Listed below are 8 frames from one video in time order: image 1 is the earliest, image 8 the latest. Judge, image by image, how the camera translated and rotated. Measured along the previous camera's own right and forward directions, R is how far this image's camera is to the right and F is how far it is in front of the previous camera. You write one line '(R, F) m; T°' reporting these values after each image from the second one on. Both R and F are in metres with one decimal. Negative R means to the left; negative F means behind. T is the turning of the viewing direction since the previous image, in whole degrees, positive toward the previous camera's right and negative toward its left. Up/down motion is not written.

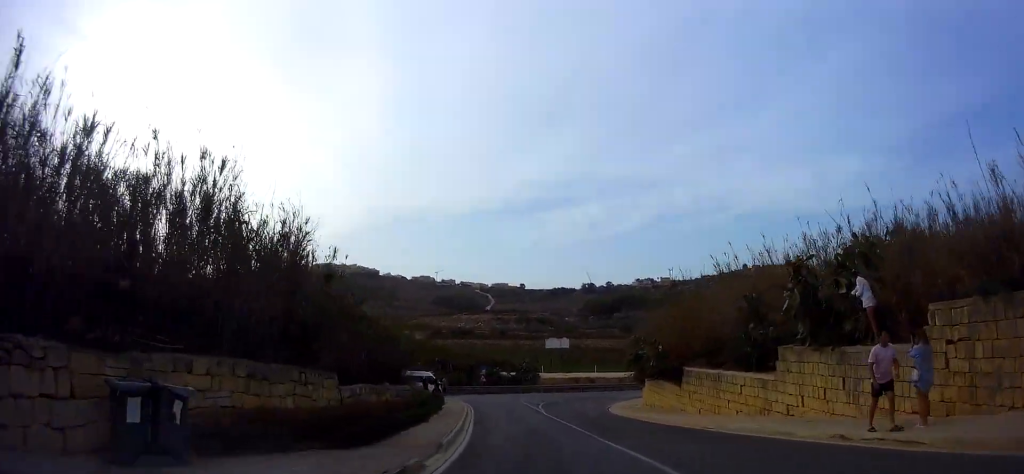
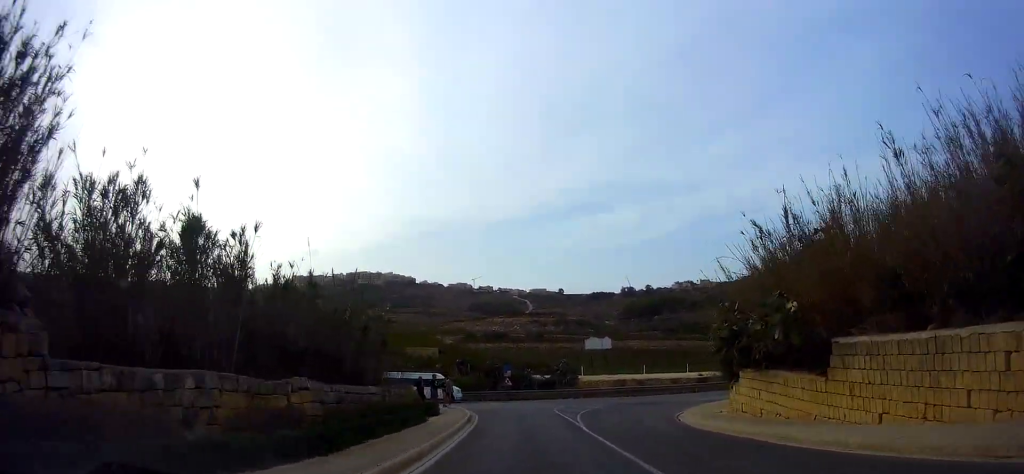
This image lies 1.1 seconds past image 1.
(+0.1, +12.2) m; 0°
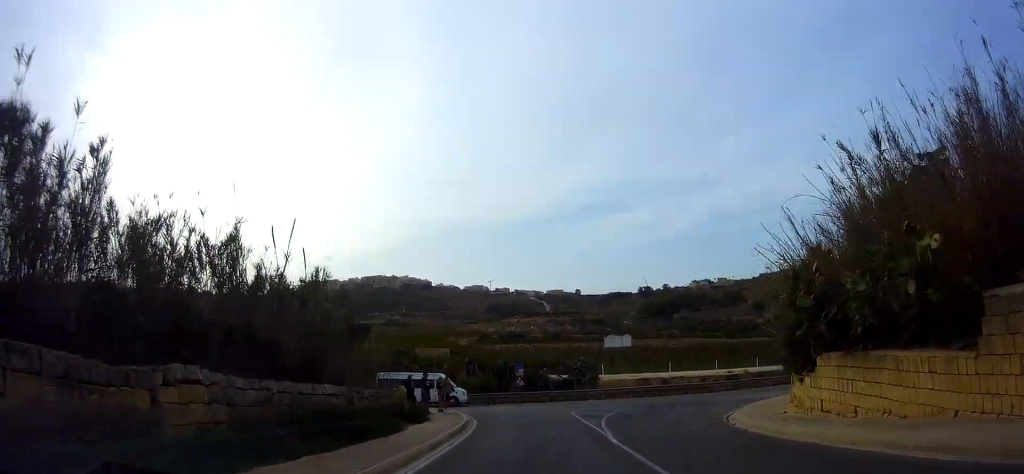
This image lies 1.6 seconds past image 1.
(+0.2, +6.0) m; -1°
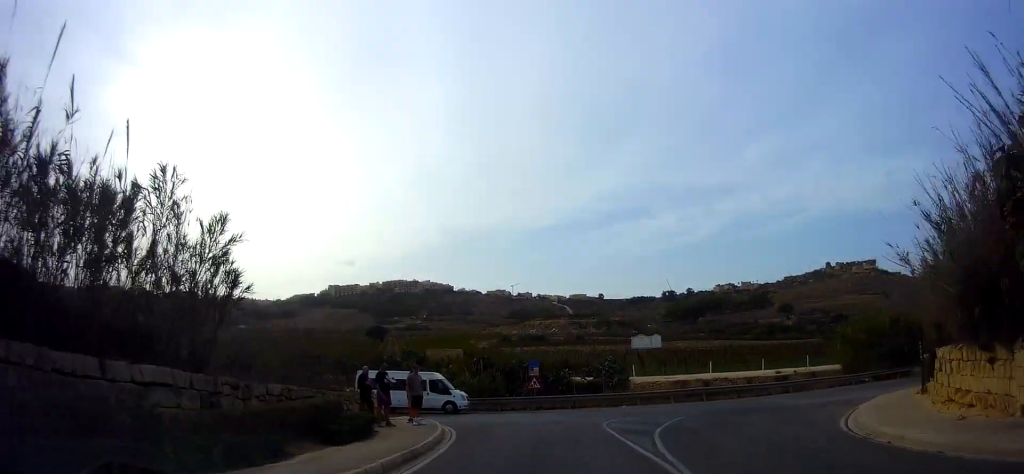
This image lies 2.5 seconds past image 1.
(-0.7, +10.1) m; -4°
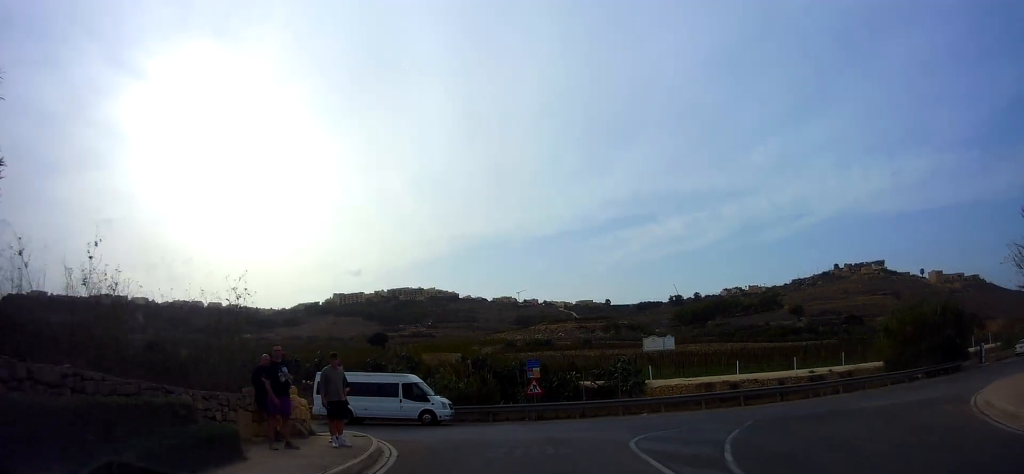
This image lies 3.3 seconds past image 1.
(0.0, +8.8) m; -1°
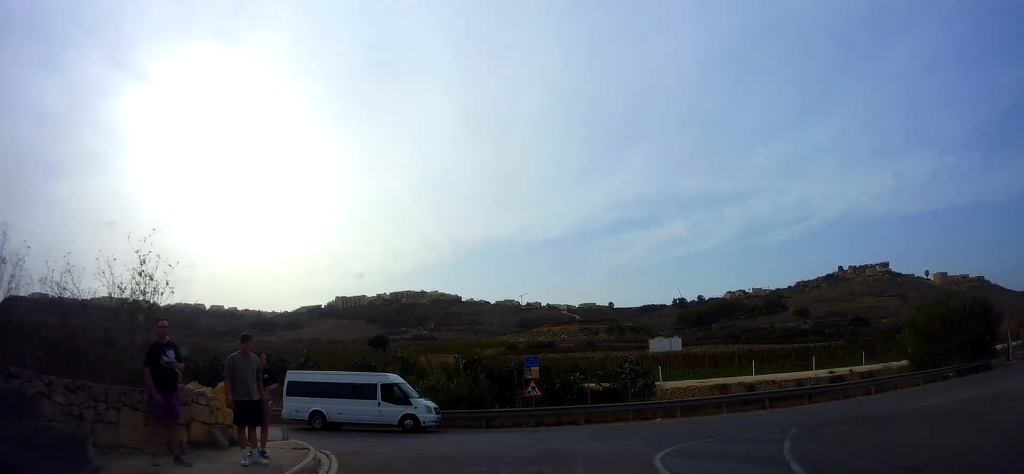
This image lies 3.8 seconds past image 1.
(-0.1, +4.8) m; -1°
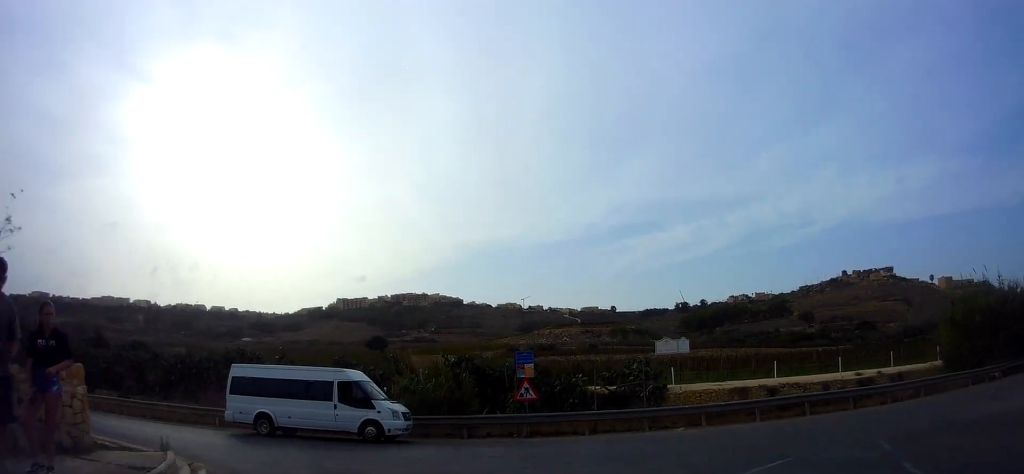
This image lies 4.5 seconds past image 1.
(-0.1, +7.2) m; -2°
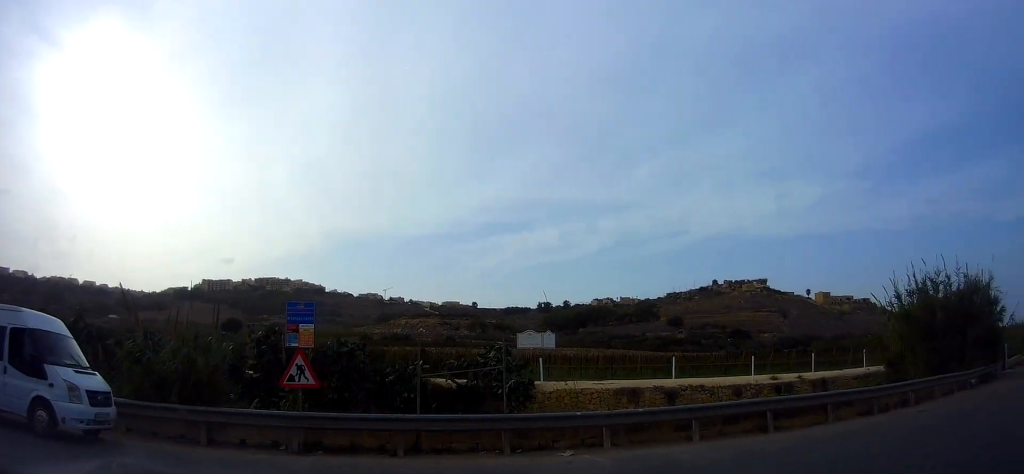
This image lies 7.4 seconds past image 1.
(+0.4, +15.7) m; +14°
